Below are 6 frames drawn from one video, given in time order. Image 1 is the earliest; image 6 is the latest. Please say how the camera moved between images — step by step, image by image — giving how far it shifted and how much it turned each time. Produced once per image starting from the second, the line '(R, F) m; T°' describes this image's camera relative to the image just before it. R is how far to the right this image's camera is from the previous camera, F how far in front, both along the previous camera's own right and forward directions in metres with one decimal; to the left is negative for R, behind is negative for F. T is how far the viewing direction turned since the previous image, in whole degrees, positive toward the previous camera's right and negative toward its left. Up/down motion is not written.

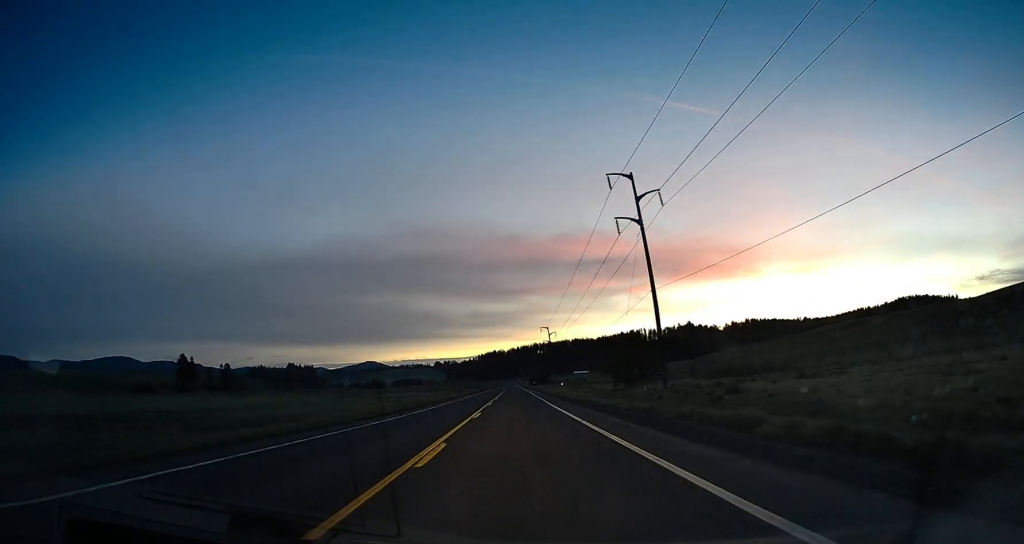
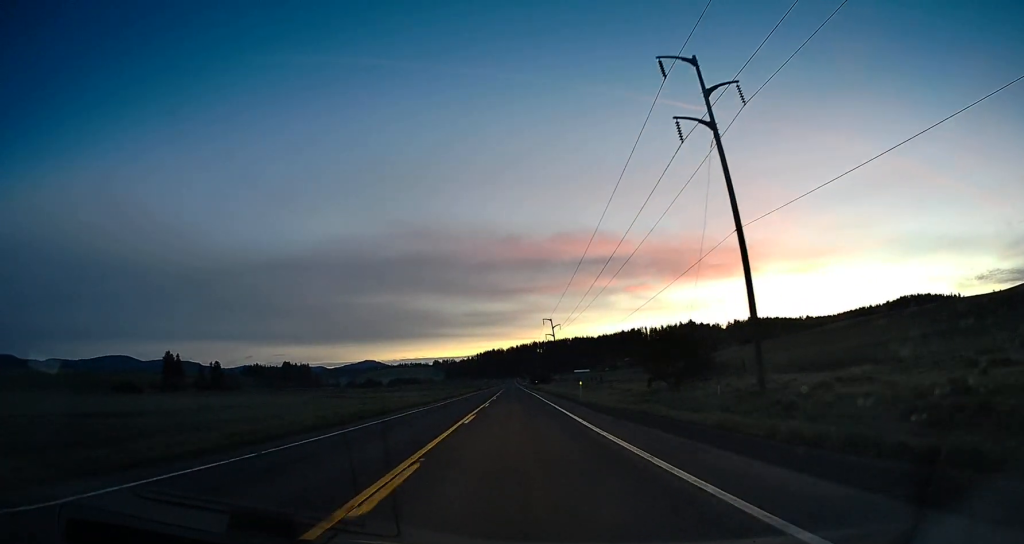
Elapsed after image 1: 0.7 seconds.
(+0.4, +18.9) m; +1°
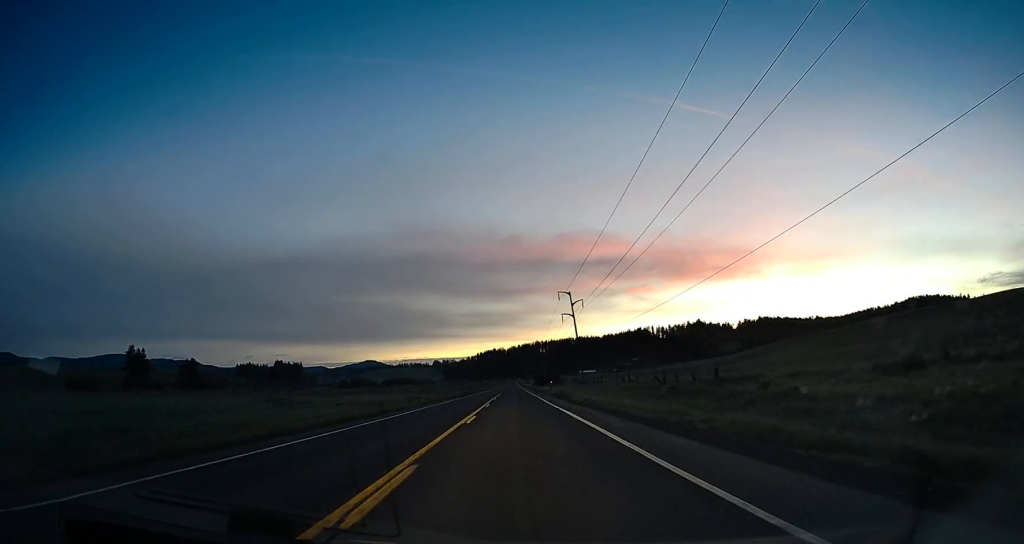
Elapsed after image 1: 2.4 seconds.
(+0.3, +45.5) m; 0°
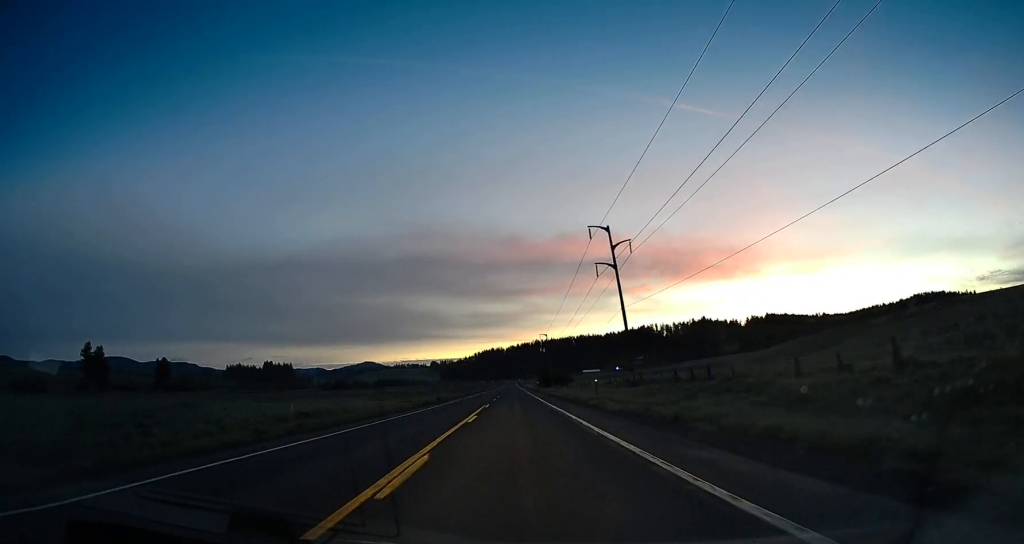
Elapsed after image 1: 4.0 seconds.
(+0.1, +43.5) m; +1°
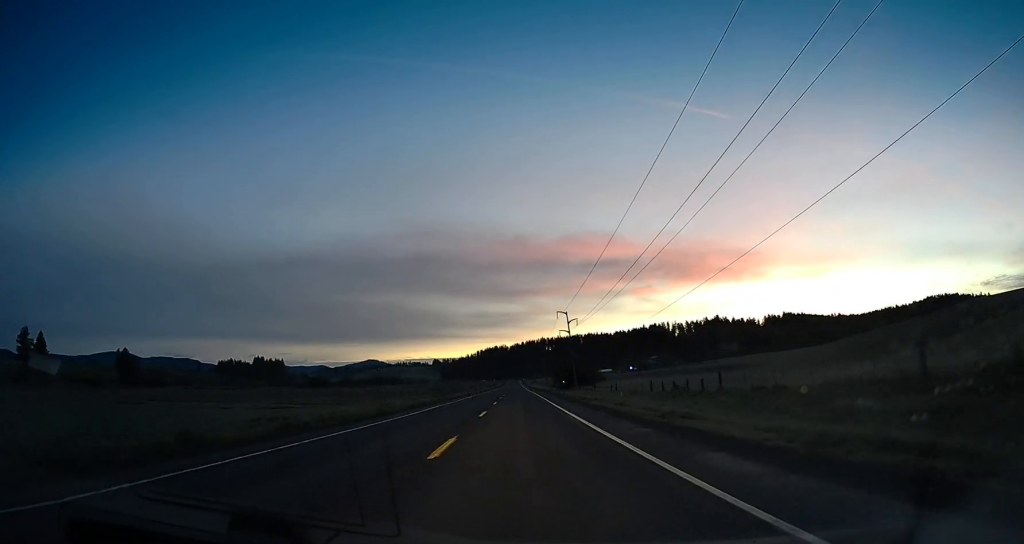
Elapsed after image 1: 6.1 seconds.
(-0.1, +56.0) m; 0°
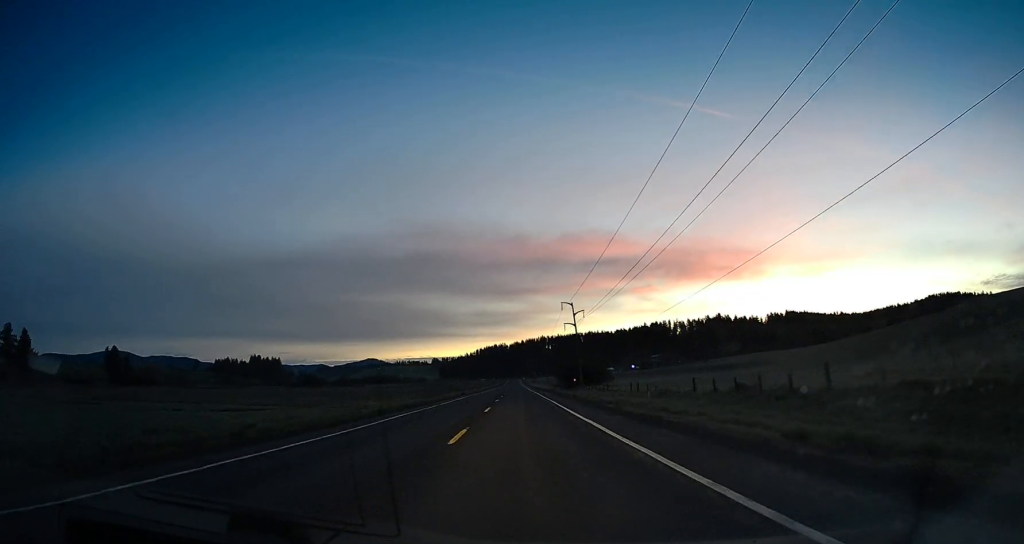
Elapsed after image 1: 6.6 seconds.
(+0.3, +12.5) m; 0°
